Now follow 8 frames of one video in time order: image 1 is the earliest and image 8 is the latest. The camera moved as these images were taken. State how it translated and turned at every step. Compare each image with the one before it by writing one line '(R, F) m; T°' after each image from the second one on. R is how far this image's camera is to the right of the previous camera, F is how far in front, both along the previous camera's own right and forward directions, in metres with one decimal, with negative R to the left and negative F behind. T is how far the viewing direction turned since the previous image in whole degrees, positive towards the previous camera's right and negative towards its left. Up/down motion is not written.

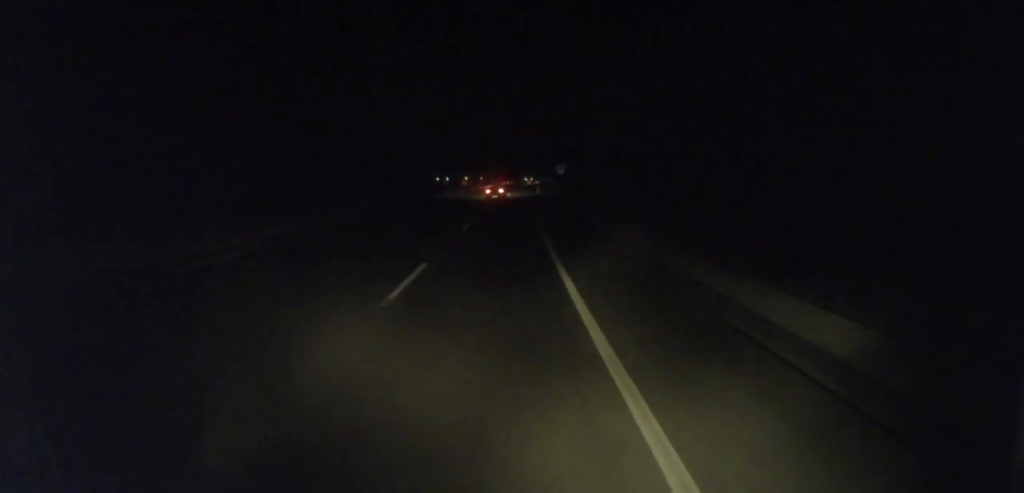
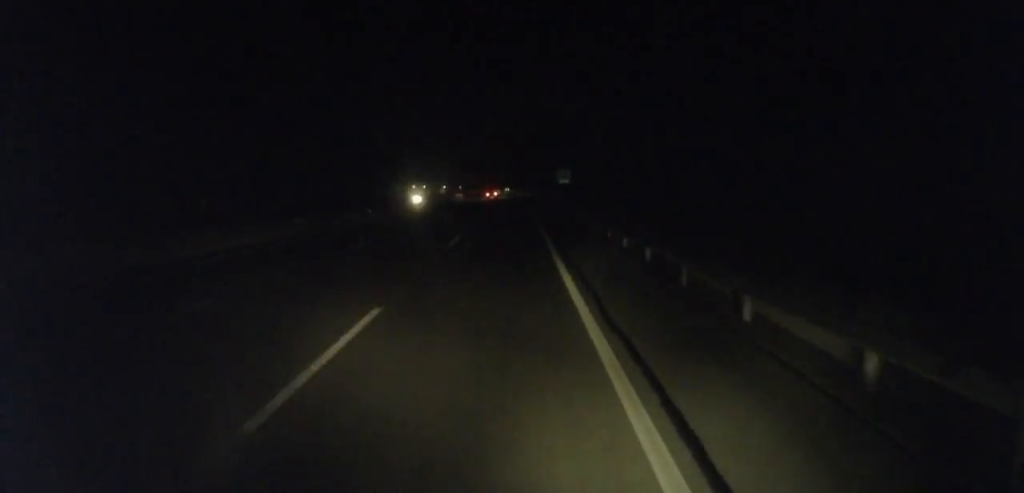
(+0.7, +37.9) m; +2°
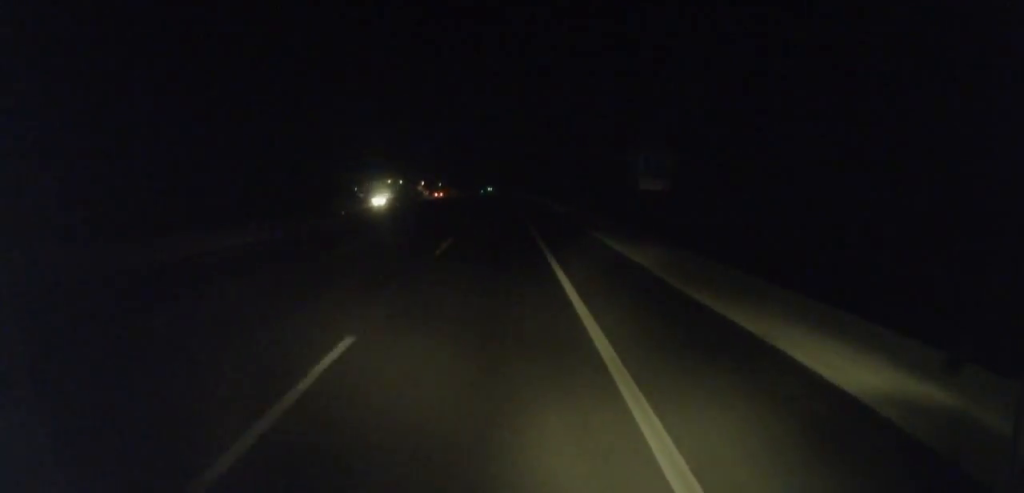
(+0.1, +50.8) m; +1°
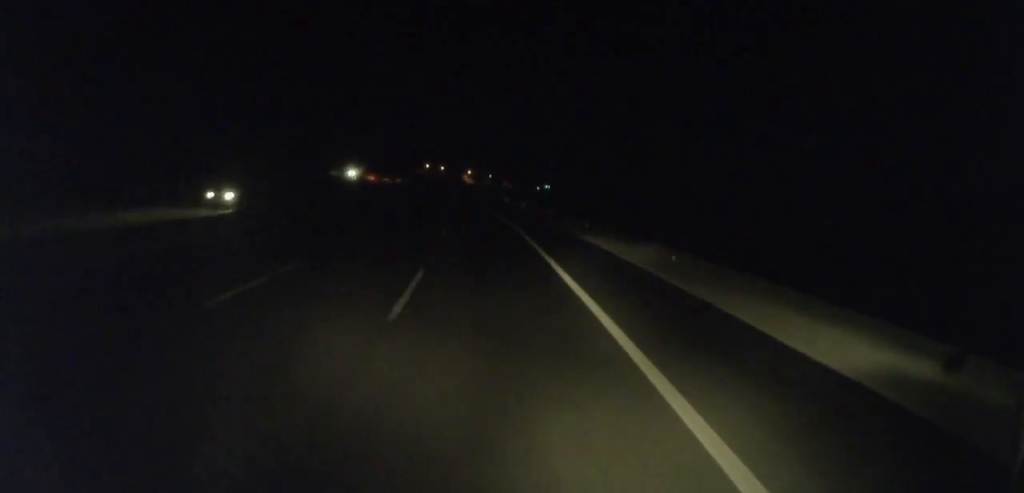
(-0.1, +111.5) m; -4°
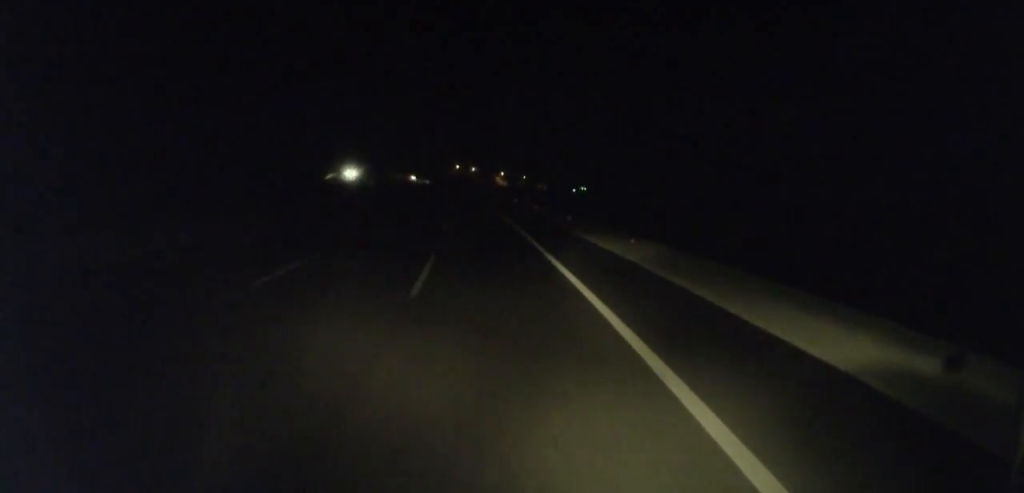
(-1.2, +32.1) m; -3°
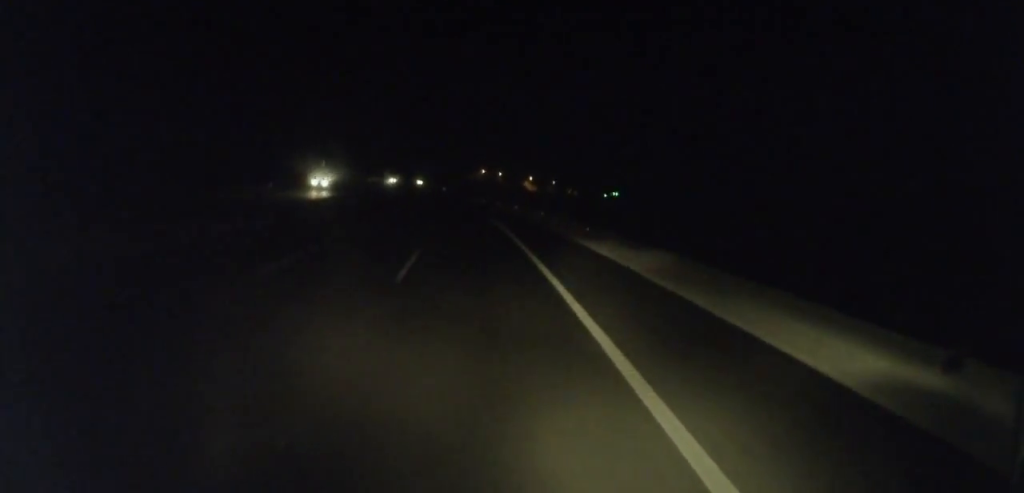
(-0.8, +31.9) m; -3°
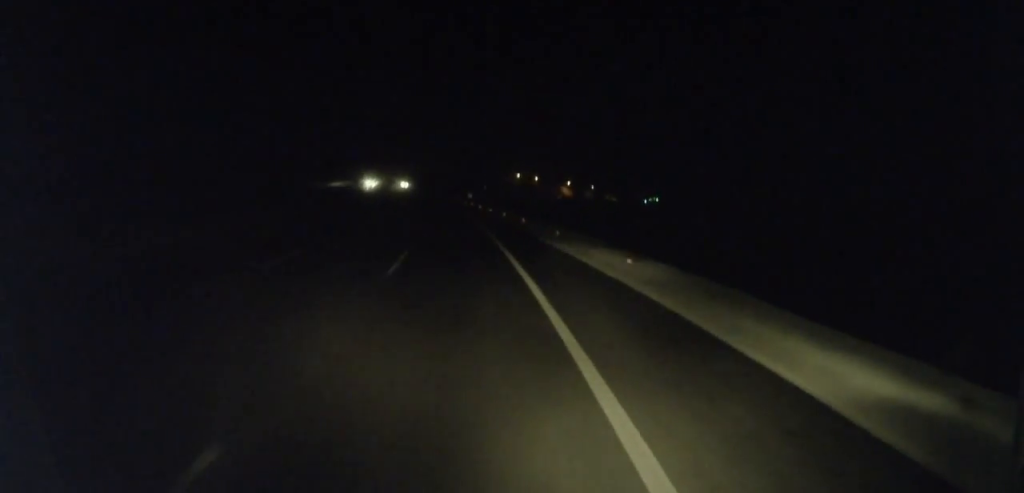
(+0.2, +31.7) m; -3°
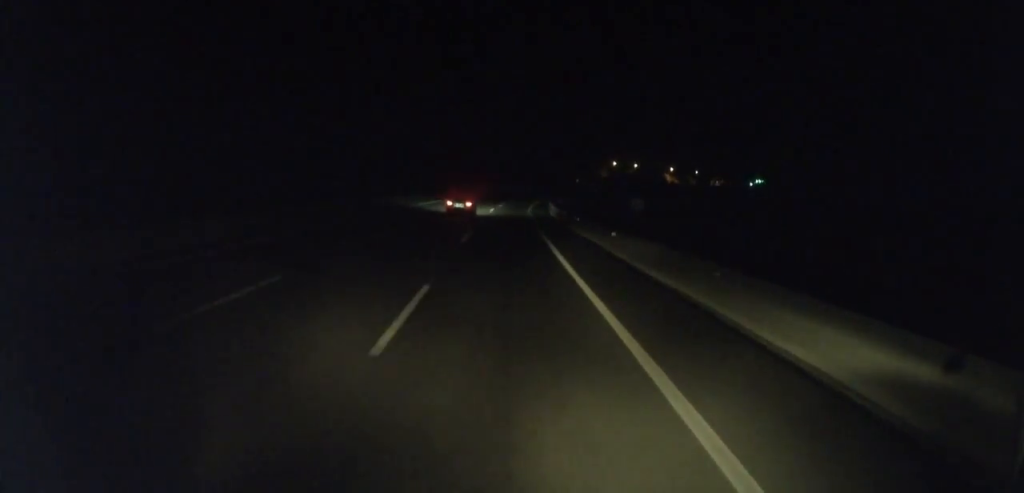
(-5.0, +90.0) m; -3°
